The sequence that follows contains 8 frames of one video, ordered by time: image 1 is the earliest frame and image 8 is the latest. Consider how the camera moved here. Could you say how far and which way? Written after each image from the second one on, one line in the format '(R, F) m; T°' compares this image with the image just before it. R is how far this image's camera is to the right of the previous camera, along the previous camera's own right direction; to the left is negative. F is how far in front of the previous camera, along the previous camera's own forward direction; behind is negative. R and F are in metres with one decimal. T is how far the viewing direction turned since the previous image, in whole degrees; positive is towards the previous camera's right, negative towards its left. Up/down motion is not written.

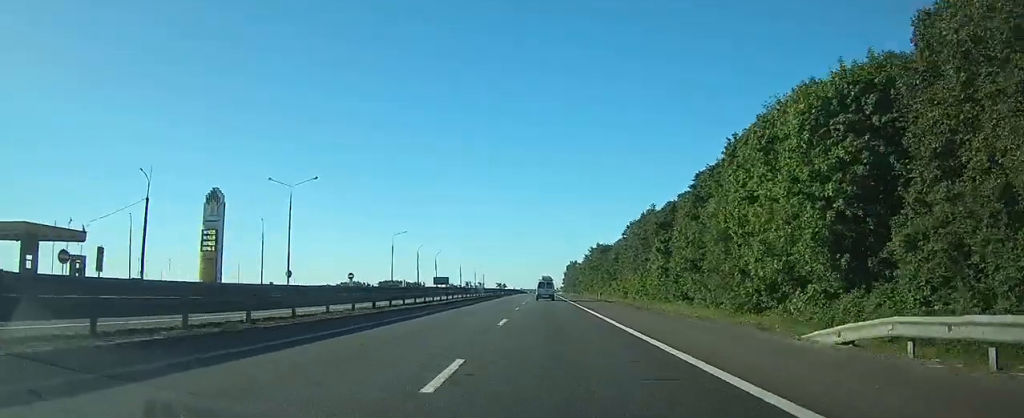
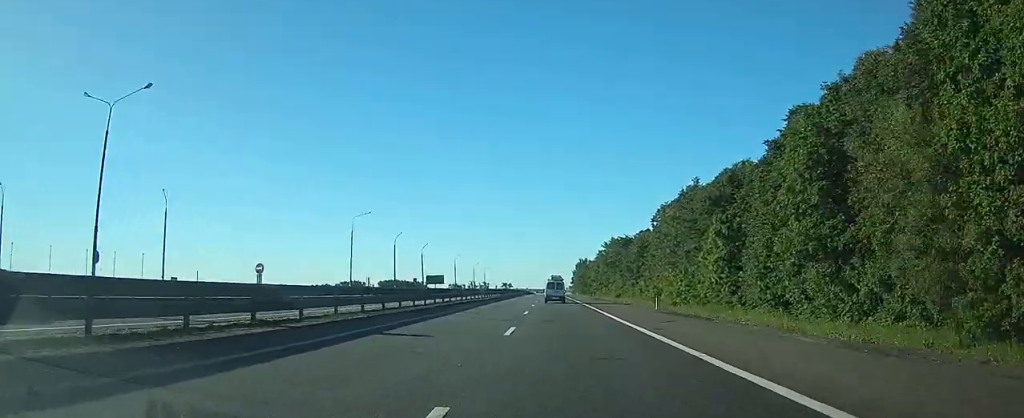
(-0.1, +27.6) m; 0°
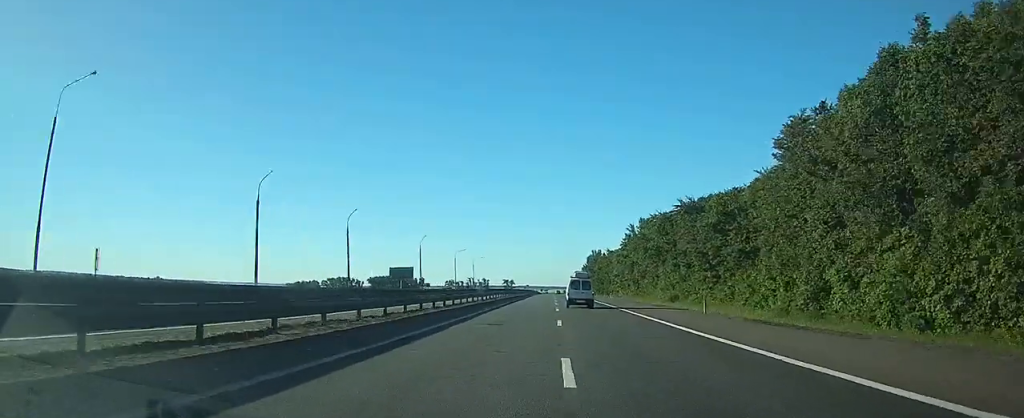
(-0.2, +55.4) m; 0°
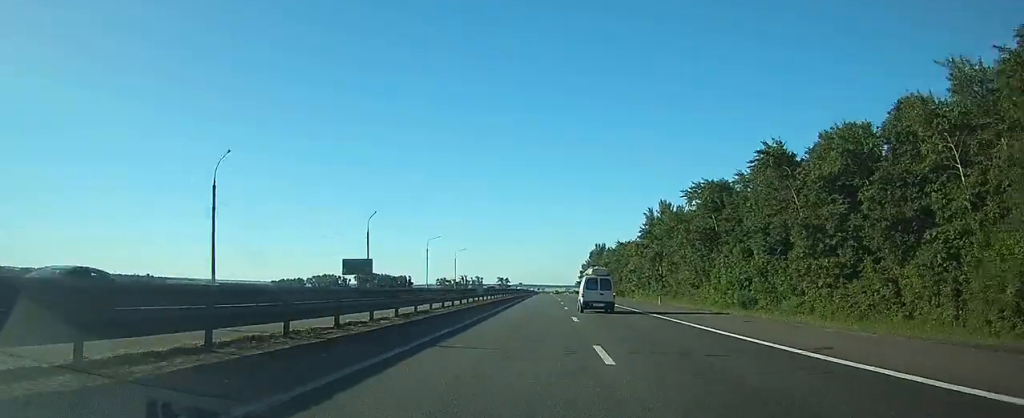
(-0.1, +33.8) m; 0°
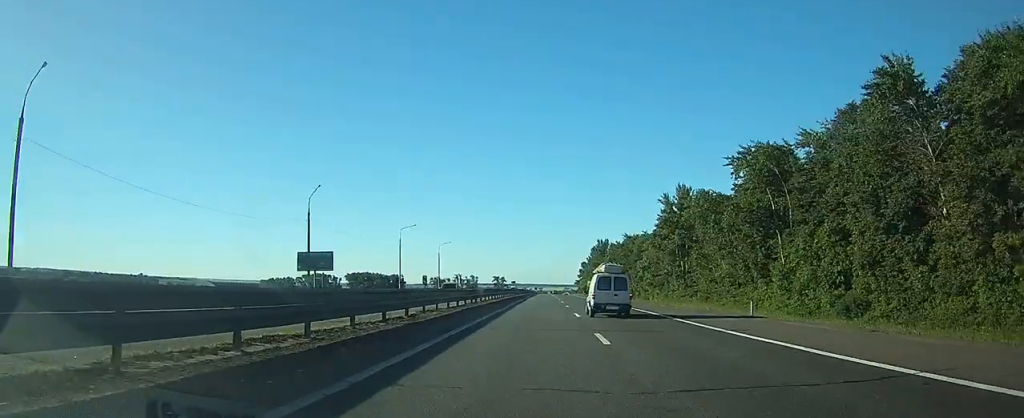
(0.0, +20.8) m; 0°
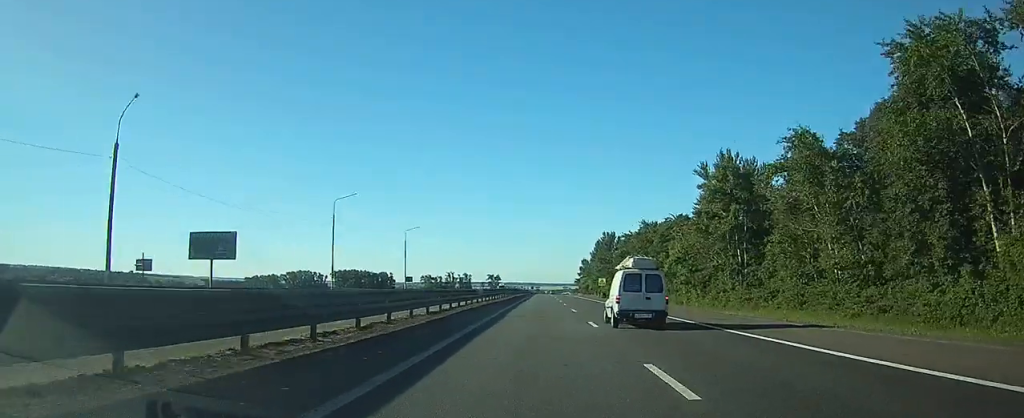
(0.0, +30.6) m; 0°
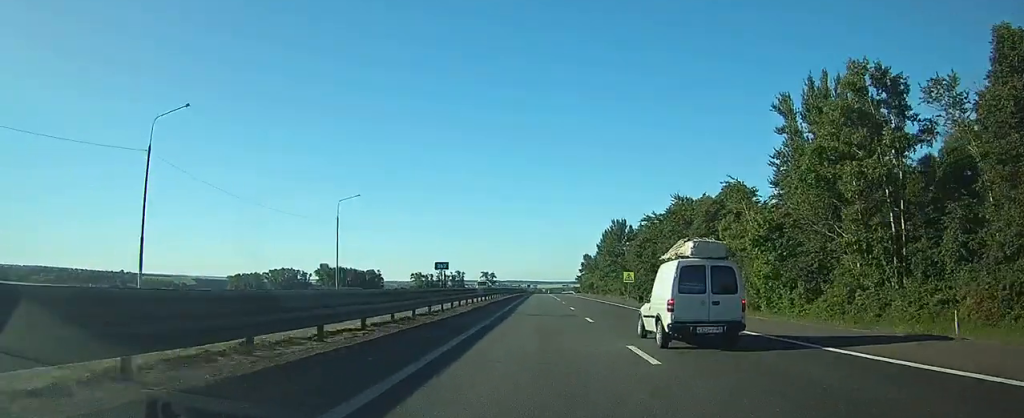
(+0.2, +33.3) m; 0°
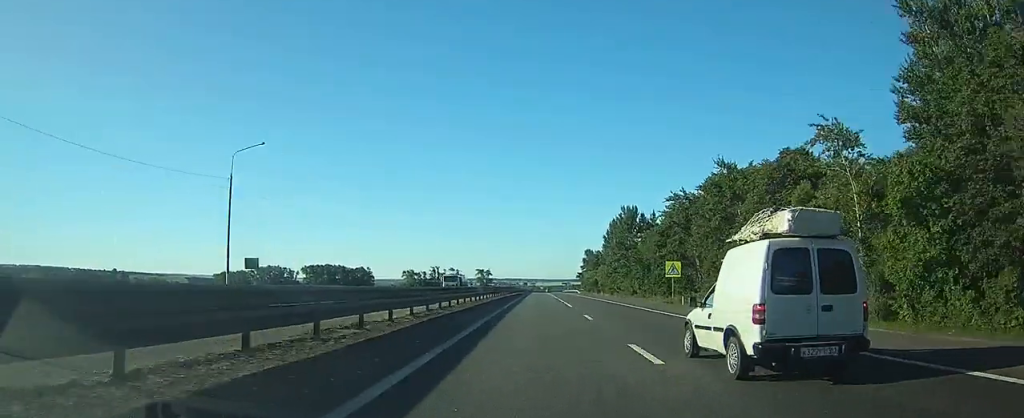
(0.0, +24.4) m; 0°
